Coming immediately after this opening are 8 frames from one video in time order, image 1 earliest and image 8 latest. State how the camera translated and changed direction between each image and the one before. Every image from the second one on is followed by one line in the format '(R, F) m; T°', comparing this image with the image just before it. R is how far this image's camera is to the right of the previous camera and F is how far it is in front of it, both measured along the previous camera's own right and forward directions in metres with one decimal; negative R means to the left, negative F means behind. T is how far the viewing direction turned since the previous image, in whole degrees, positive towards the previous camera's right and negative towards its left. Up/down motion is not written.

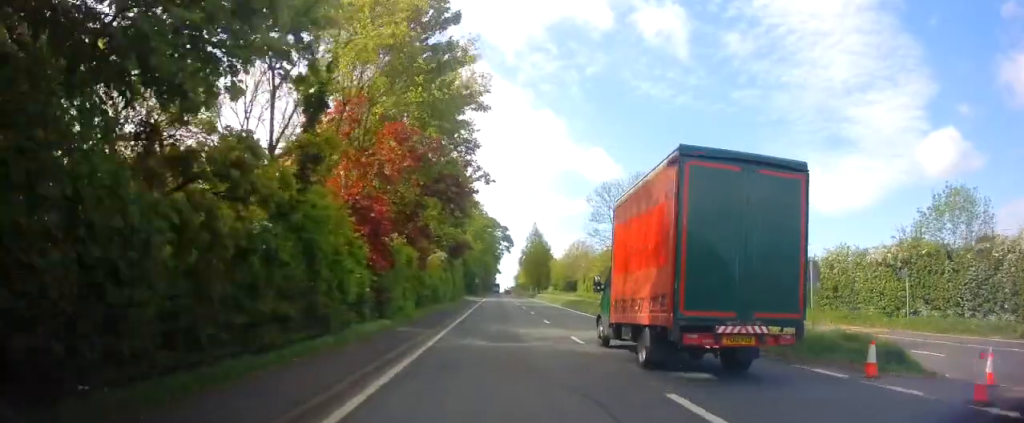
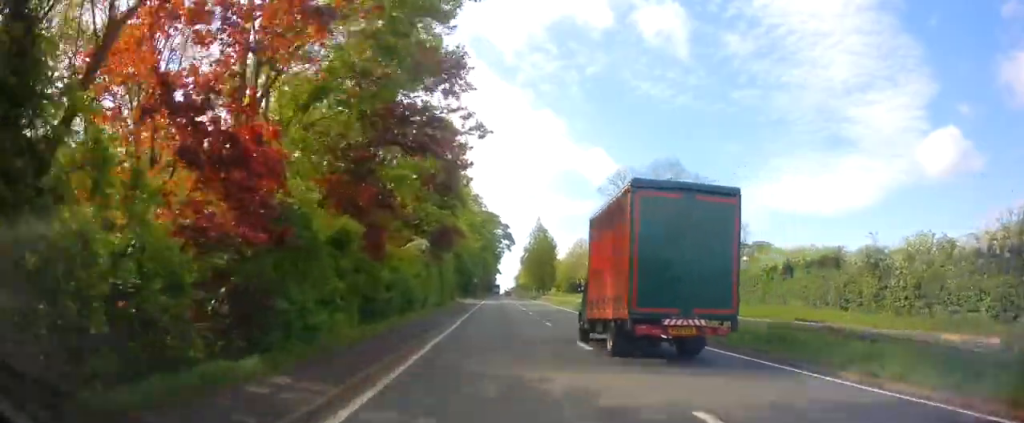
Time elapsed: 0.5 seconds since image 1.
(0.0, +9.7) m; 0°
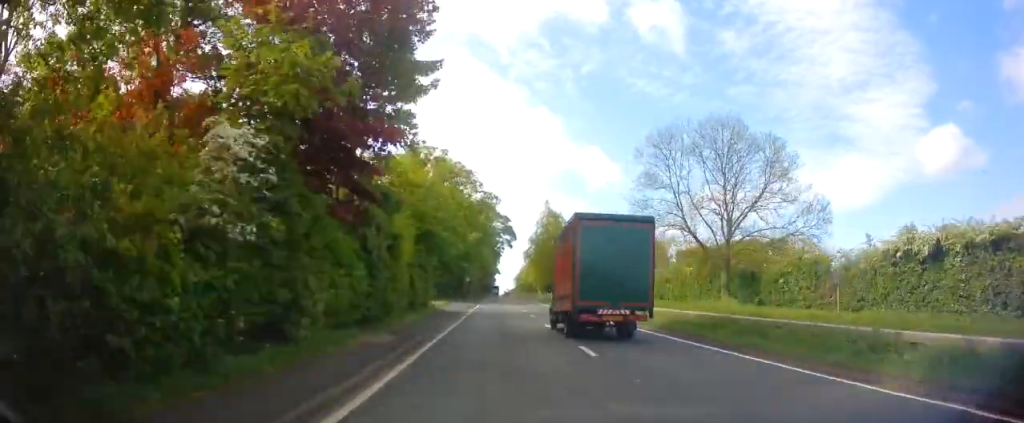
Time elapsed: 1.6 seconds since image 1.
(-0.2, +18.7) m; -1°
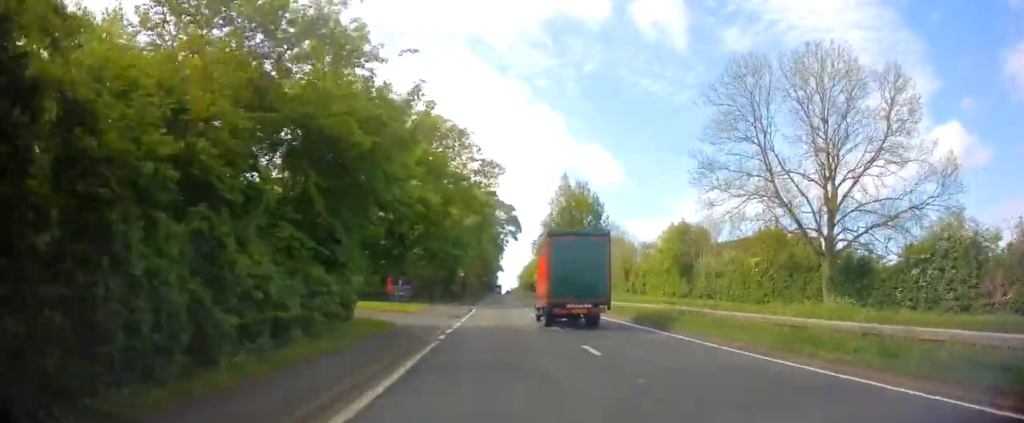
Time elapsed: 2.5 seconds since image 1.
(0.0, +17.4) m; 0°
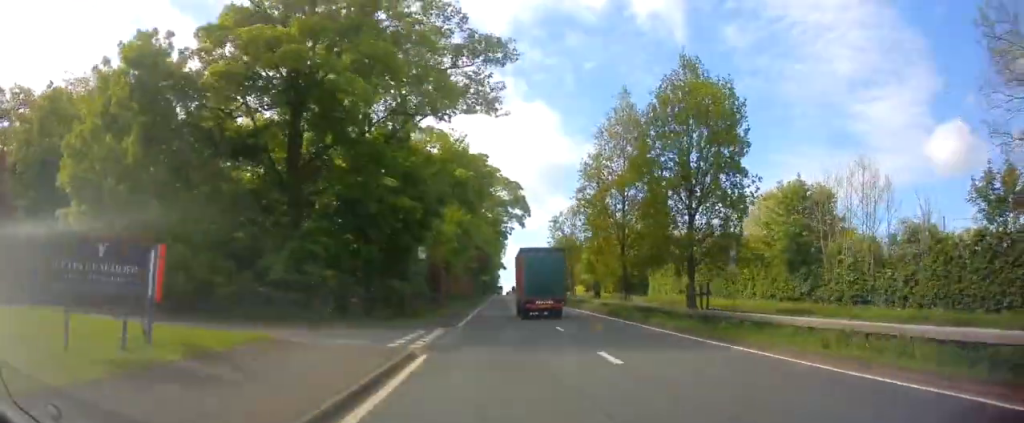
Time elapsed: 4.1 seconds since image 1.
(+0.1, +27.4) m; 0°
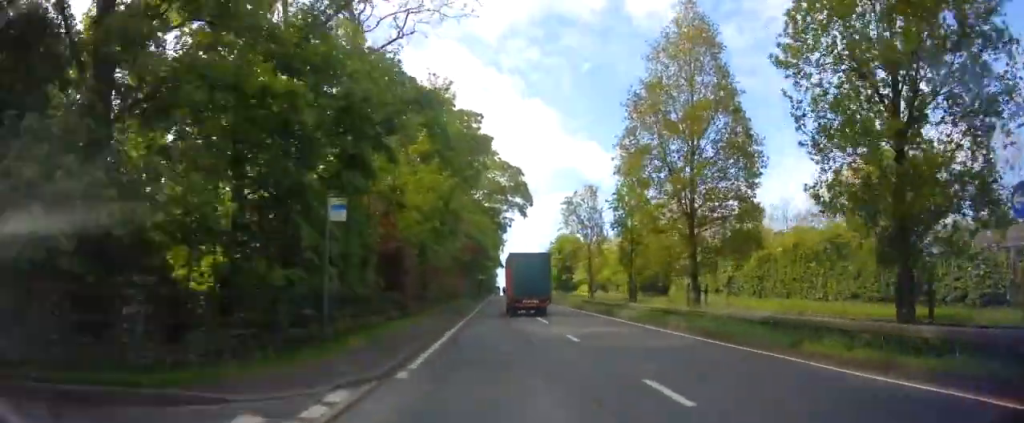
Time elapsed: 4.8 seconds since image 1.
(0.0, +12.5) m; 0°
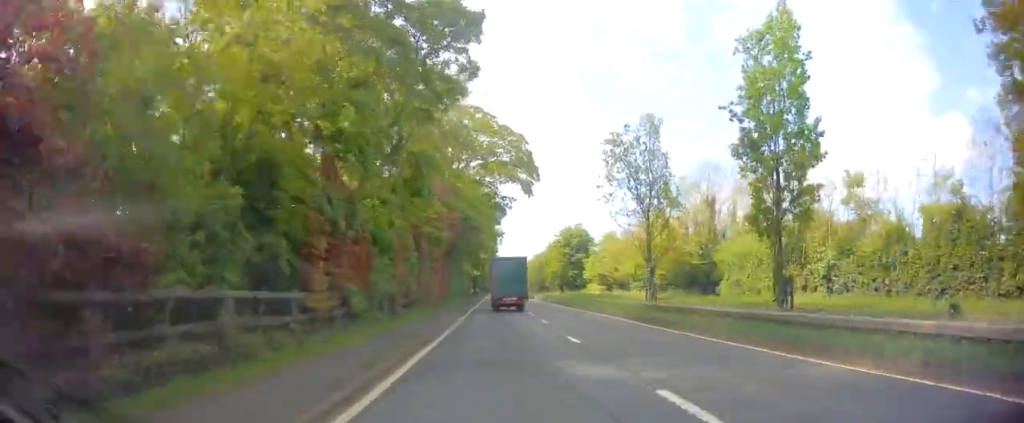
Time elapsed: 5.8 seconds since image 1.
(0.0, +18.5) m; 0°
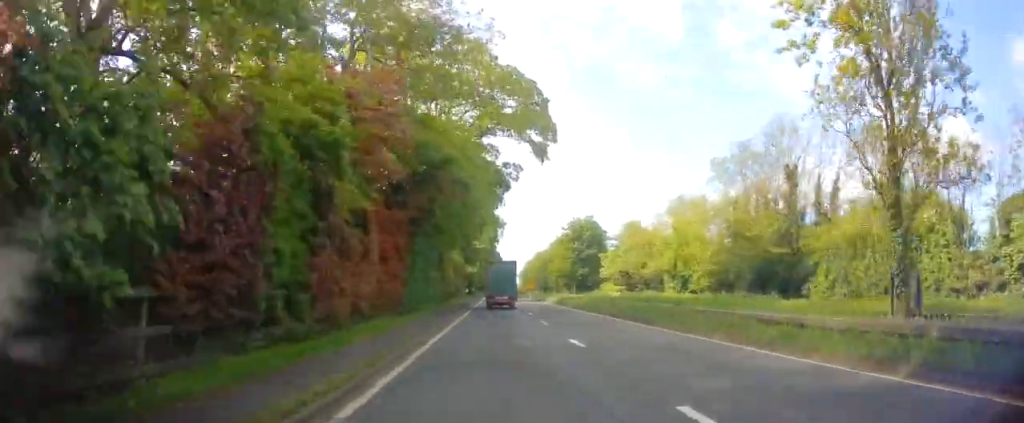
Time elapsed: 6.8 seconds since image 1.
(0.0, +18.3) m; +1°
